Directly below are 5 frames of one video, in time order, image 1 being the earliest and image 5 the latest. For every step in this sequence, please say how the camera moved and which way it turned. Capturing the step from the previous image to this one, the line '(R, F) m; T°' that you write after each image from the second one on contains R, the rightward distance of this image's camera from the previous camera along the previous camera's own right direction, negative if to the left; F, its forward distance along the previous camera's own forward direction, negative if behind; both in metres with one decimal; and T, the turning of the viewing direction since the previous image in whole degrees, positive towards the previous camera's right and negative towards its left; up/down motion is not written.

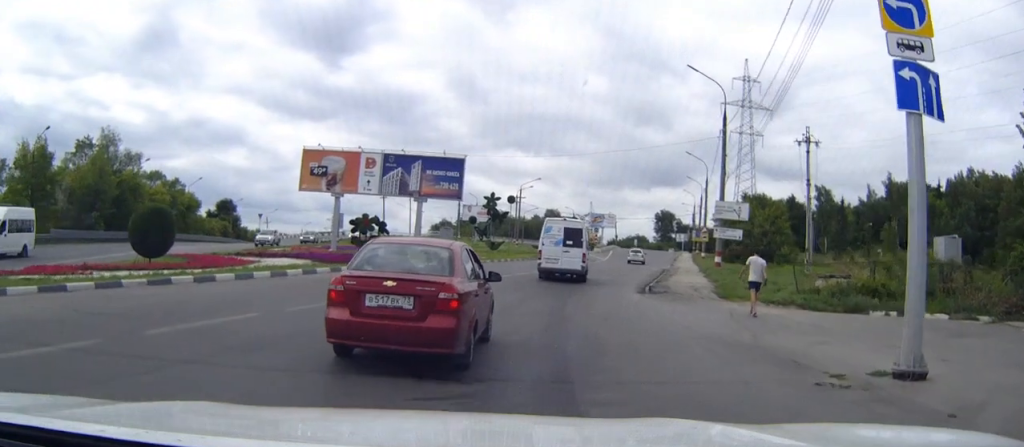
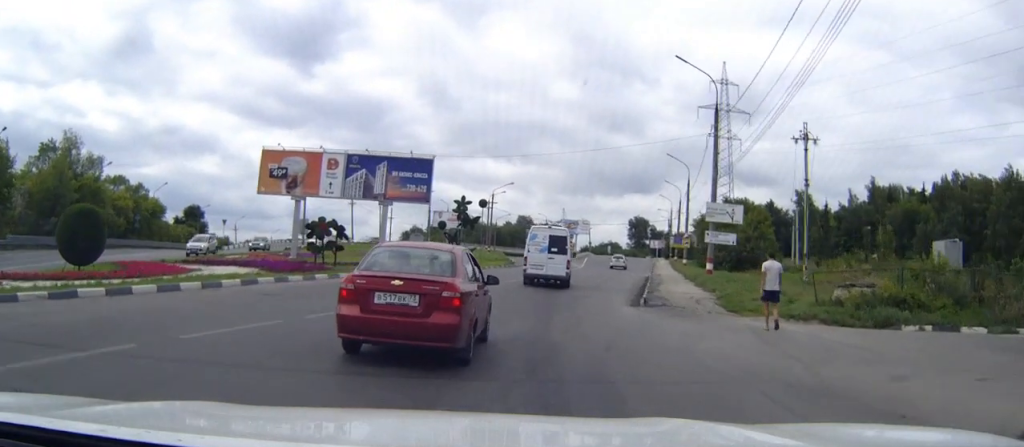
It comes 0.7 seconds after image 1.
(+0.1, +3.6) m; +3°
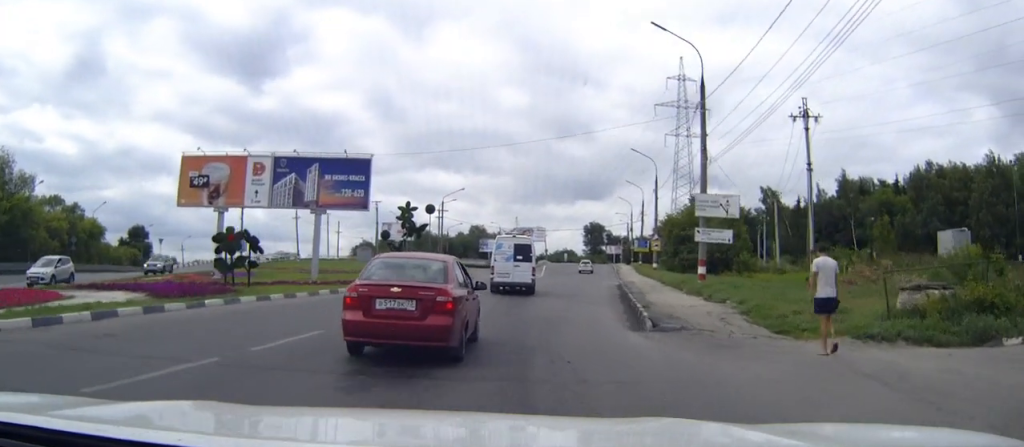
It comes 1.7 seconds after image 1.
(+0.2, +6.4) m; +4°
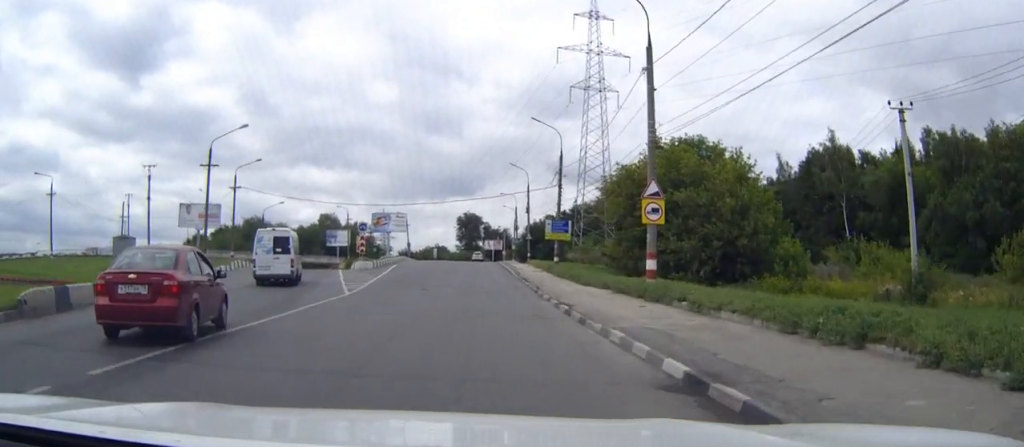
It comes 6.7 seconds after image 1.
(+4.2, +41.5) m; +8°
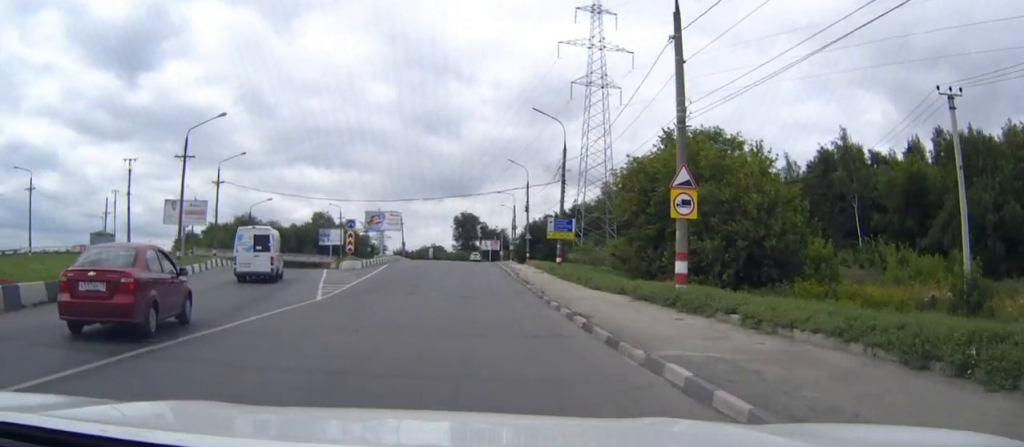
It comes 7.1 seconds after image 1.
(0.0, +4.2) m; 0°
